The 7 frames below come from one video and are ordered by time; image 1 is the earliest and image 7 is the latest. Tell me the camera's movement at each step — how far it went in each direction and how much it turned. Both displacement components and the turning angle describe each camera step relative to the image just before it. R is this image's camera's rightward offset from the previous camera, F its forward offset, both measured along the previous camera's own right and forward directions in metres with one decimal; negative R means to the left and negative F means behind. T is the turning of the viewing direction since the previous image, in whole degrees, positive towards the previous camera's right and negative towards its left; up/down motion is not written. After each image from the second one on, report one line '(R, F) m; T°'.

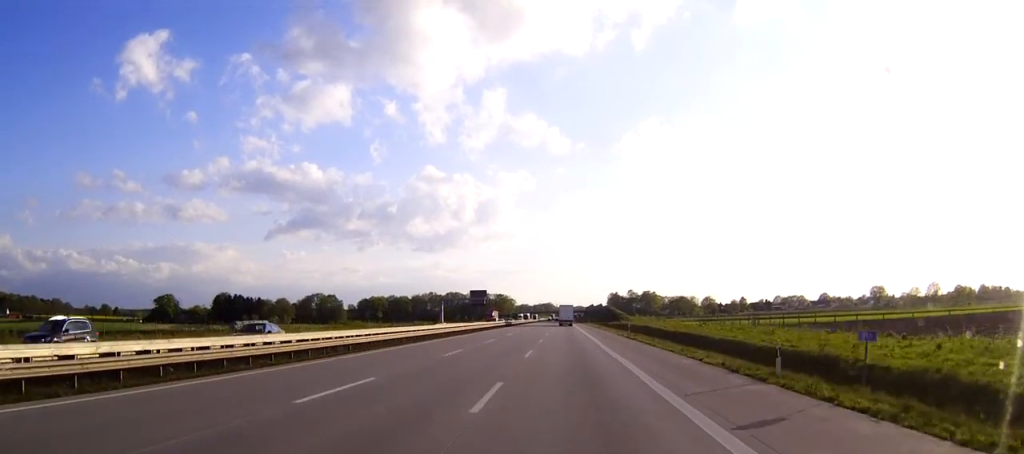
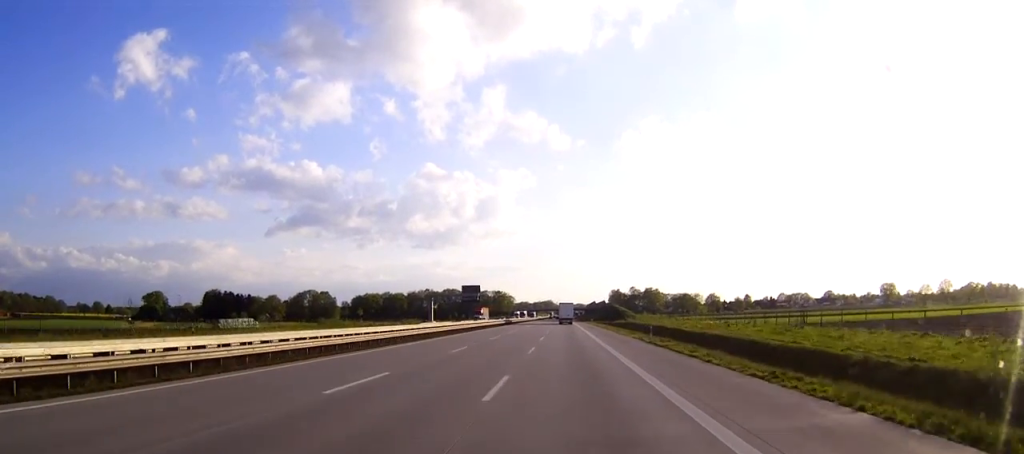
(0.0, +16.3) m; 0°
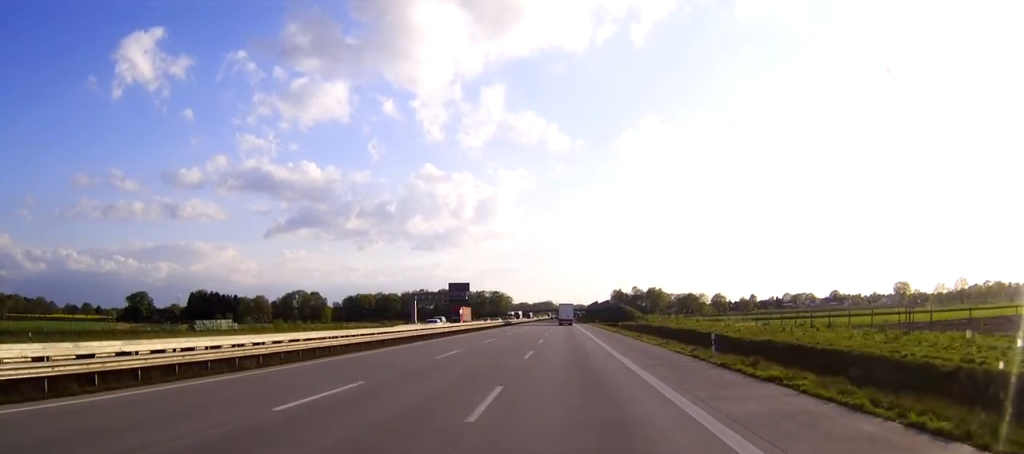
(0.0, +20.9) m; 0°
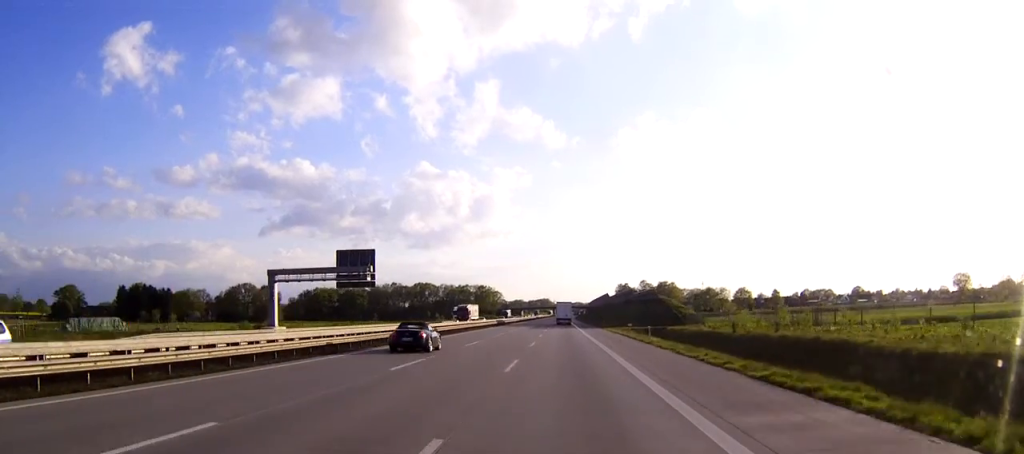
(0.0, +79.8) m; 0°
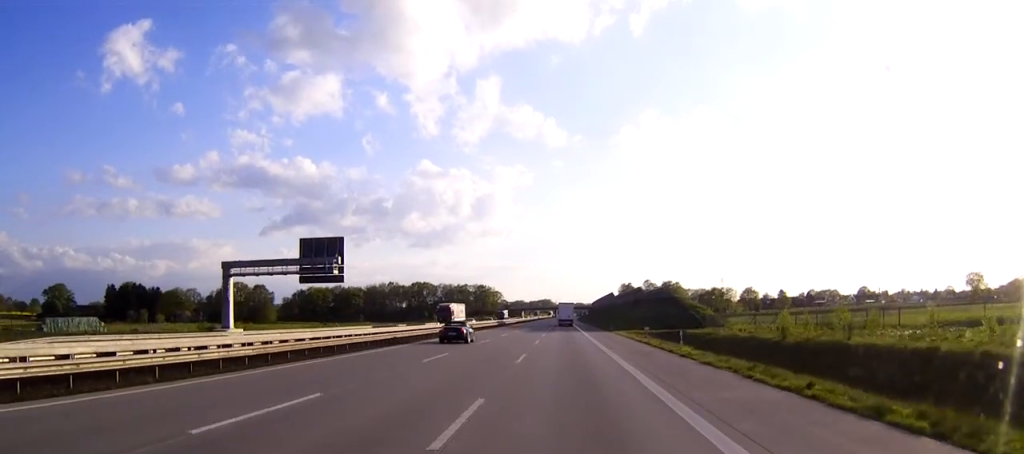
(0.0, +12.7) m; 0°
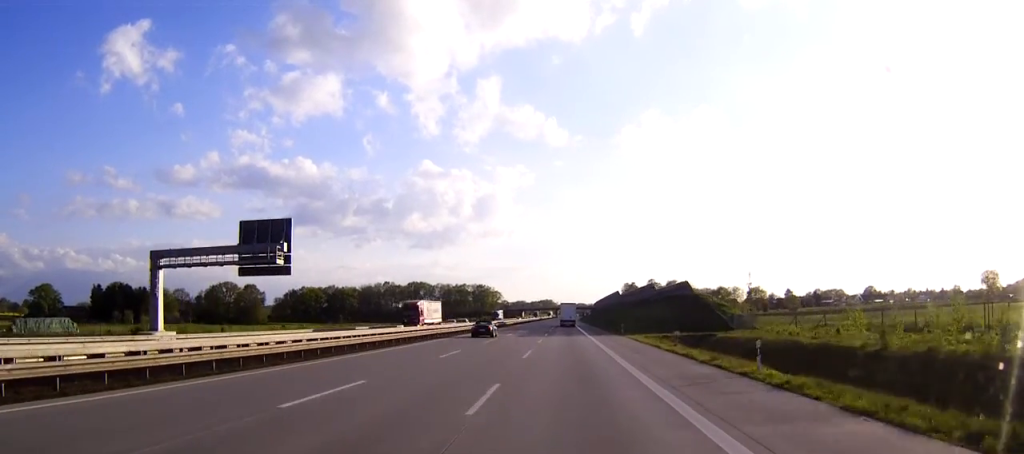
(0.0, +14.5) m; 0°
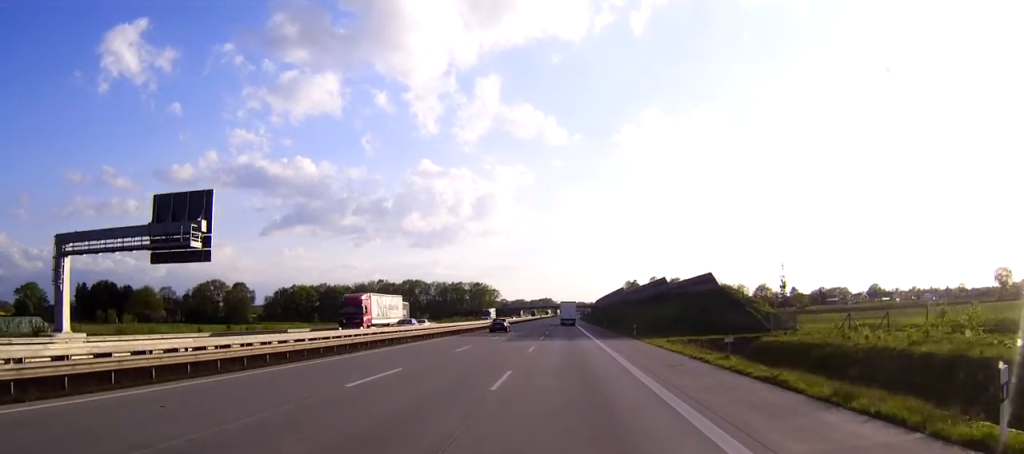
(-0.1, +13.6) m; 0°
